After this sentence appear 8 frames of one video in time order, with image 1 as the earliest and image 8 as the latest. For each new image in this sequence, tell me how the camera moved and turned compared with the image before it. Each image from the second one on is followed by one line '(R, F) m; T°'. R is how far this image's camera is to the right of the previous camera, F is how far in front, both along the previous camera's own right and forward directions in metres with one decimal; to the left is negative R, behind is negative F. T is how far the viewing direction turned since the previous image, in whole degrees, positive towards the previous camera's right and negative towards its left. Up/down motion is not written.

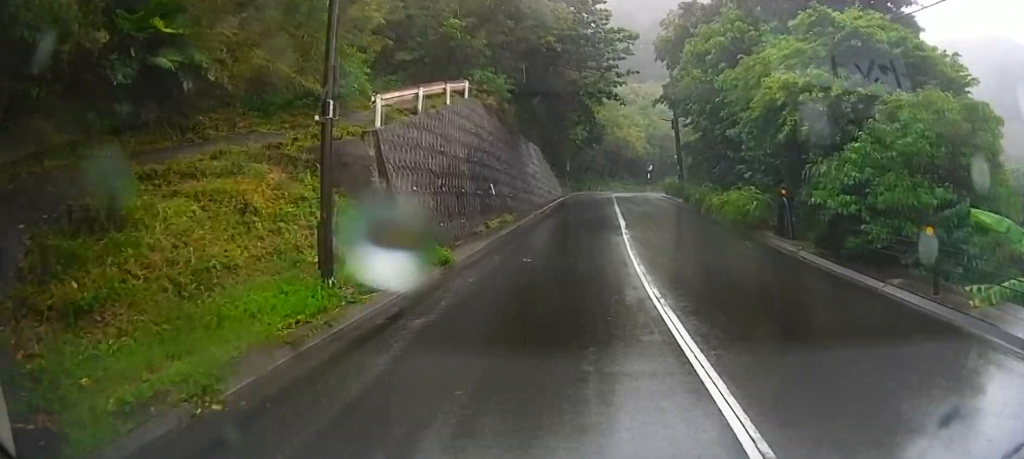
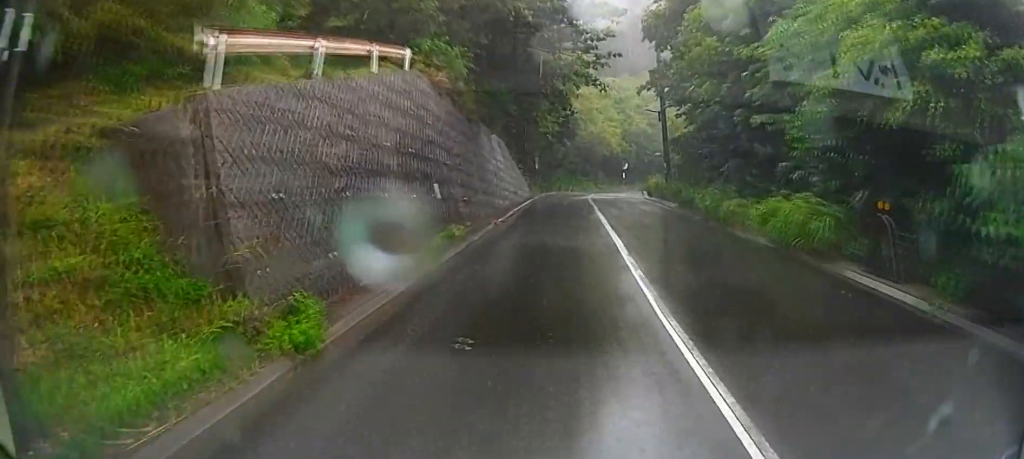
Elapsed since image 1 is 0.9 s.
(0.0, +6.0) m; +1°
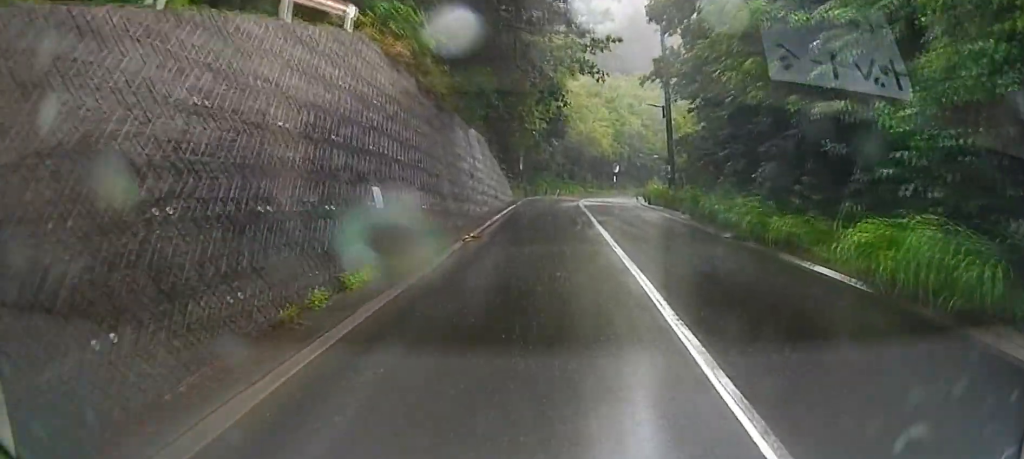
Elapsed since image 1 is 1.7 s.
(-0.1, +5.2) m; +4°
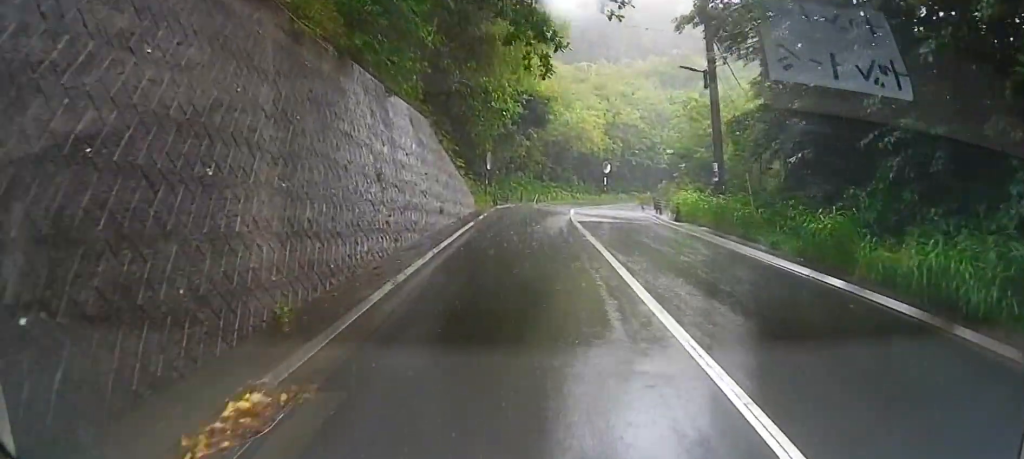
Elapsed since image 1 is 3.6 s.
(+0.8, +11.9) m; +2°
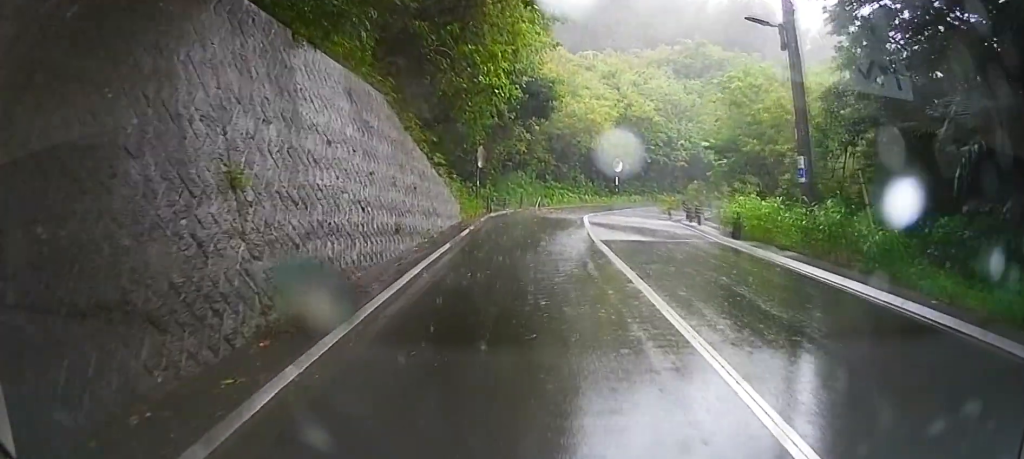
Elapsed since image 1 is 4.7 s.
(-0.1, +6.6) m; -3°
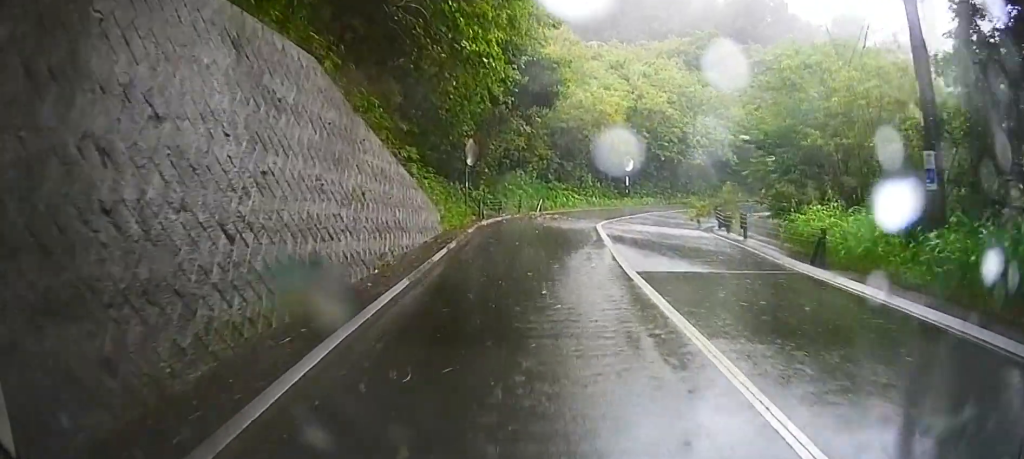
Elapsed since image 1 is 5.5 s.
(-0.2, +5.3) m; +1°
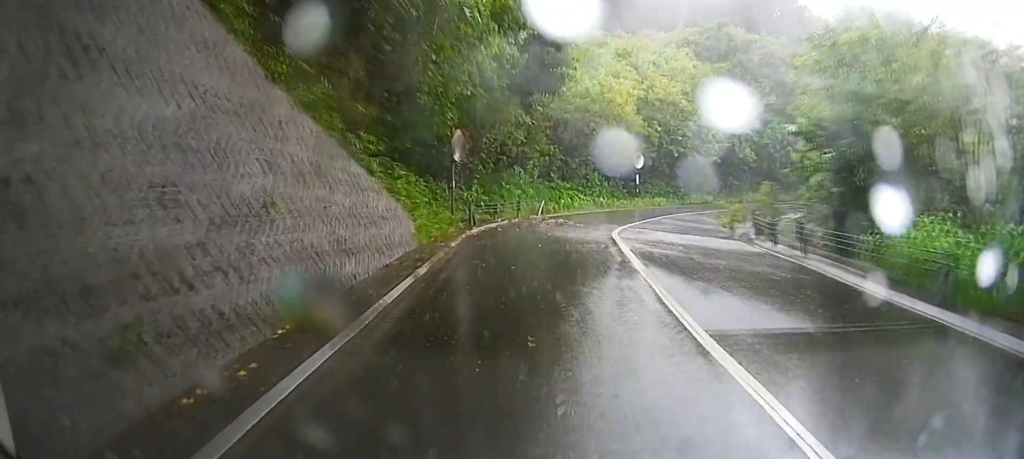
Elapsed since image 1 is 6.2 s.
(+0.1, +4.1) m; +2°
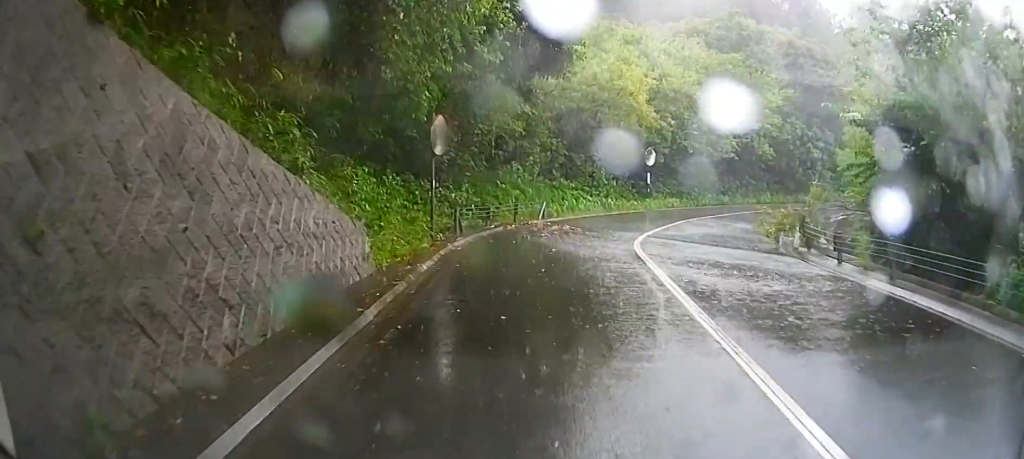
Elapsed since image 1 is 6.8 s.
(+0.1, +4.2) m; +3°
